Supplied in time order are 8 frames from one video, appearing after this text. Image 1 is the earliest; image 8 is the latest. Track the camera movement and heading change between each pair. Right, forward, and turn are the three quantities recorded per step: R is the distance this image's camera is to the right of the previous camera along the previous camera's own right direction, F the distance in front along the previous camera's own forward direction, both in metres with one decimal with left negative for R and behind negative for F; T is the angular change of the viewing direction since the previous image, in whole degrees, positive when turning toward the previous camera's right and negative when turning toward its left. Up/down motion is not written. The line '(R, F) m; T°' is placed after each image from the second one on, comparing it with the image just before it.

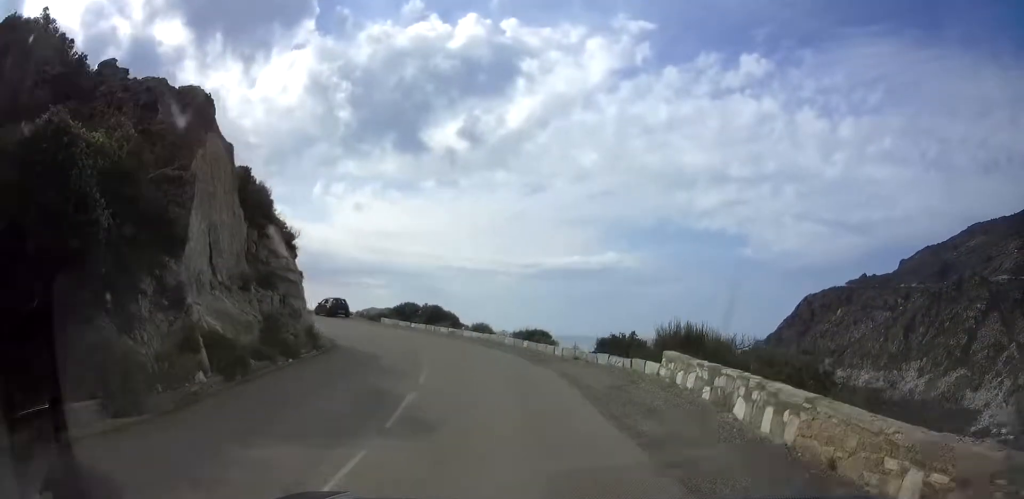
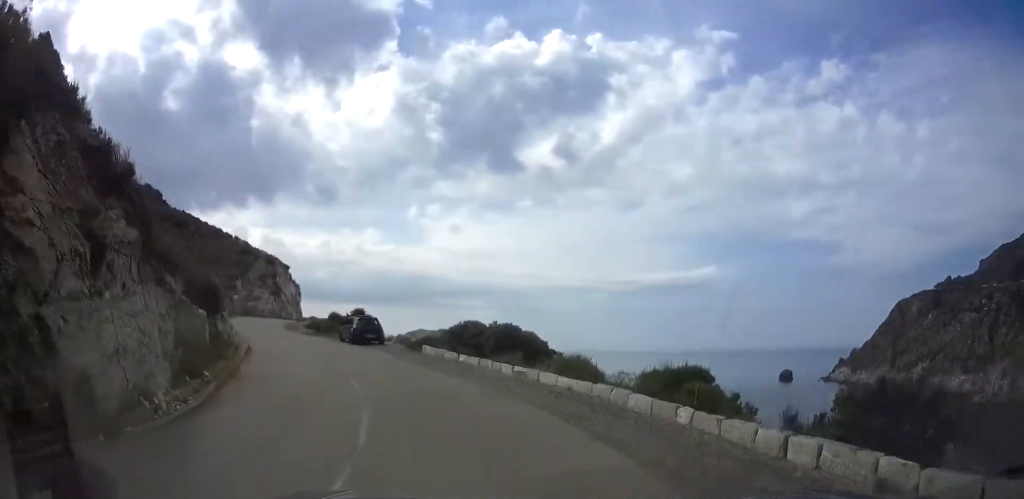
(-1.0, +14.4) m; -13°
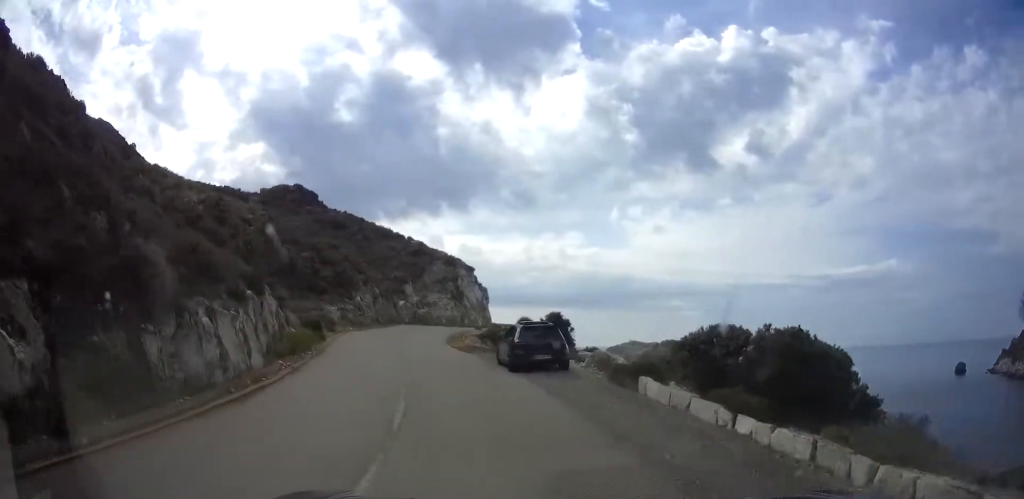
(-2.2, +12.6) m; -16°
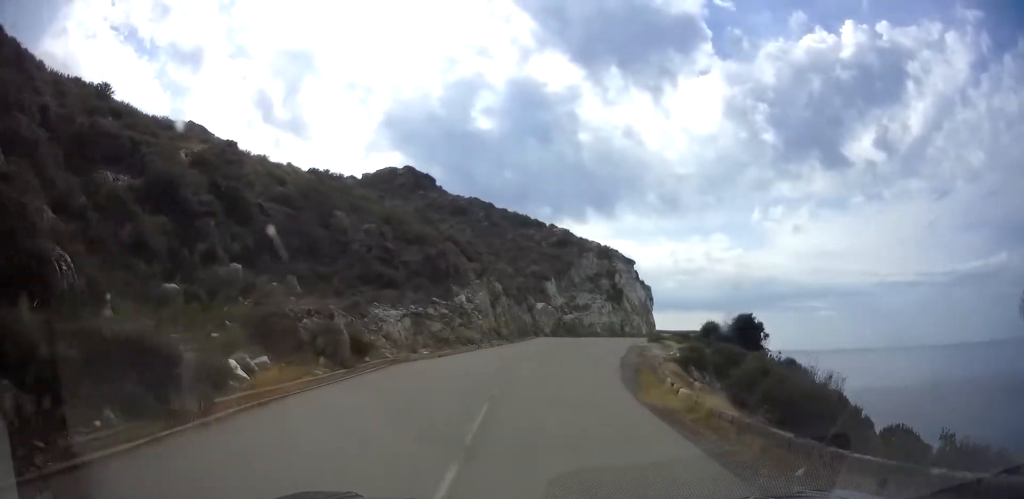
(-2.2, +22.5) m; -8°
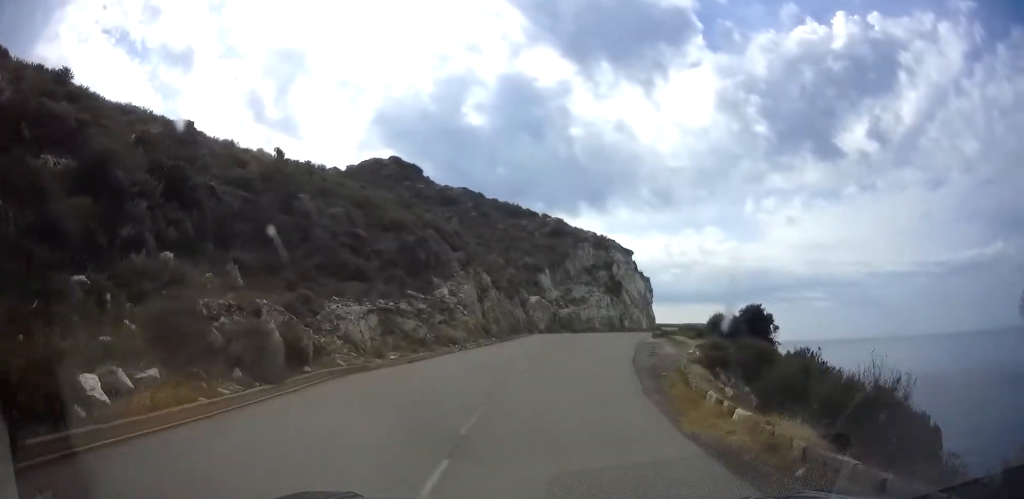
(0.0, +4.4) m; 0°
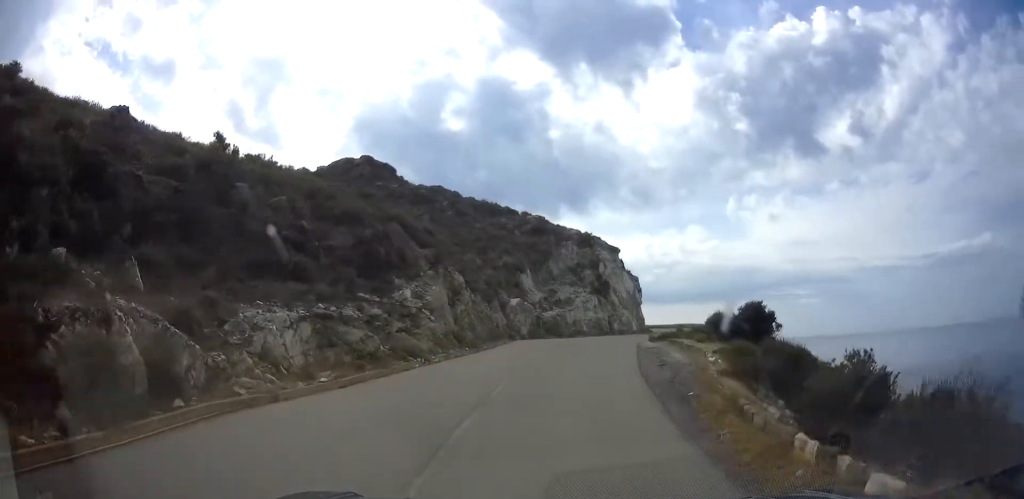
(0.0, +4.8) m; +1°
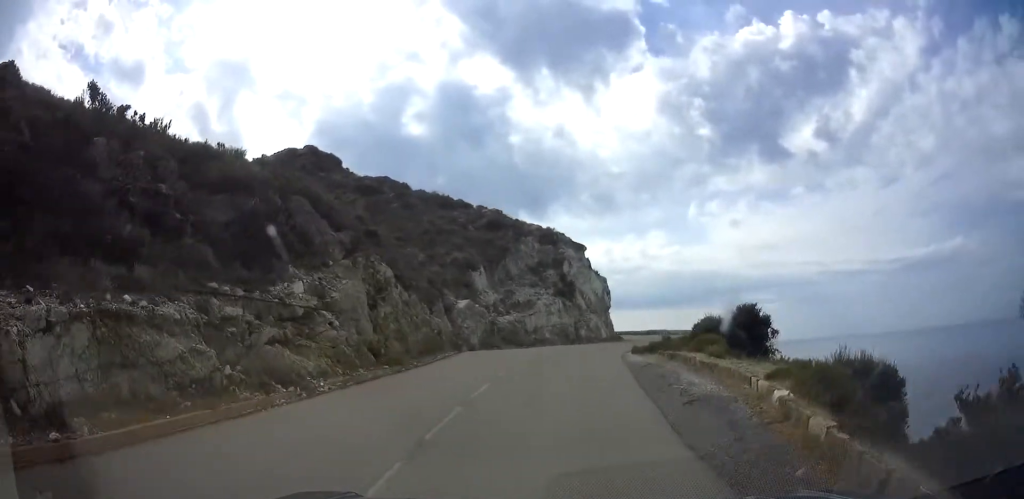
(+0.1, +8.1) m; +2°
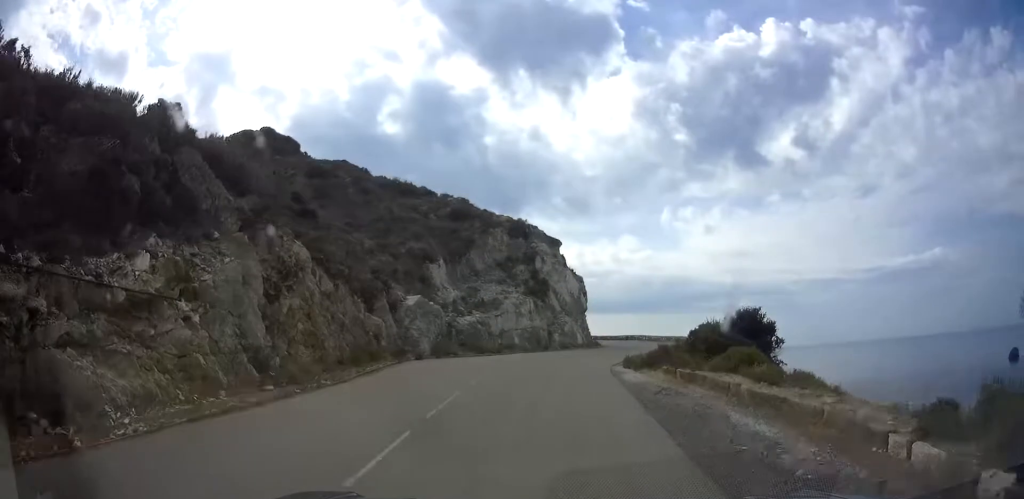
(+0.2, +6.9) m; +3°
